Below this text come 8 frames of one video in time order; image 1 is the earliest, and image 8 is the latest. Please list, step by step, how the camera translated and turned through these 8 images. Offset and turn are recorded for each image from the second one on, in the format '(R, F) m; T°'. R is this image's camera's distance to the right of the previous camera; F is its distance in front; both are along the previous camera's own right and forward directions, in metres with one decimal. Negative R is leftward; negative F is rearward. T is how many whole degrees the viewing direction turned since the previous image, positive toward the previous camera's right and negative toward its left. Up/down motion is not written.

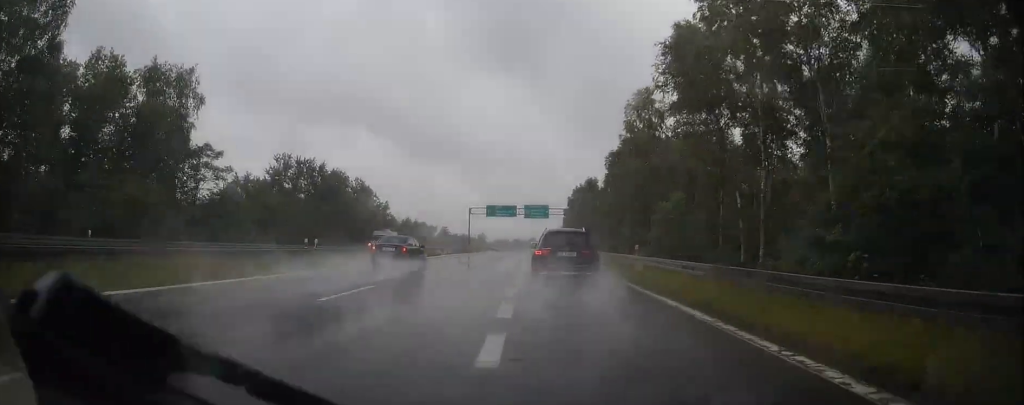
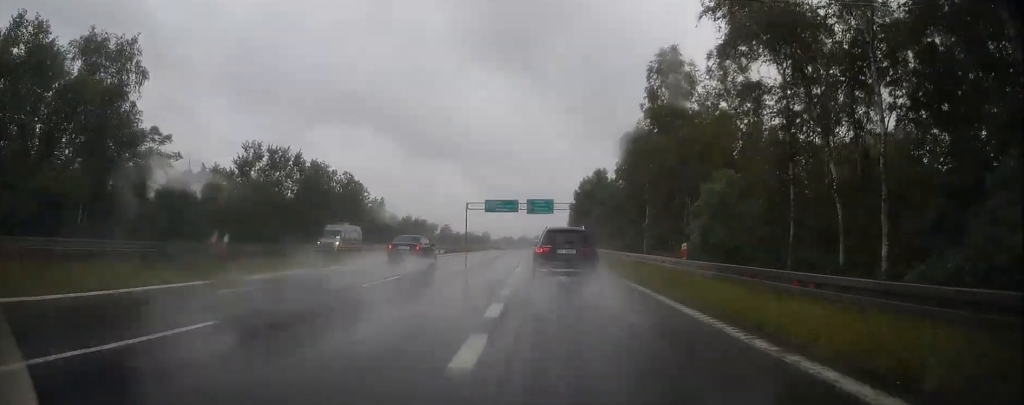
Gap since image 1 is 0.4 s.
(0.0, +8.0) m; -1°
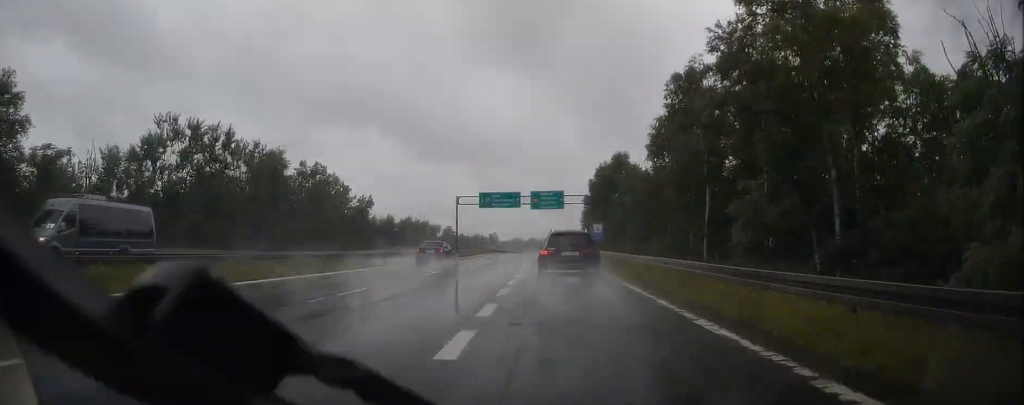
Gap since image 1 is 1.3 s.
(-0.2, +15.4) m; -1°
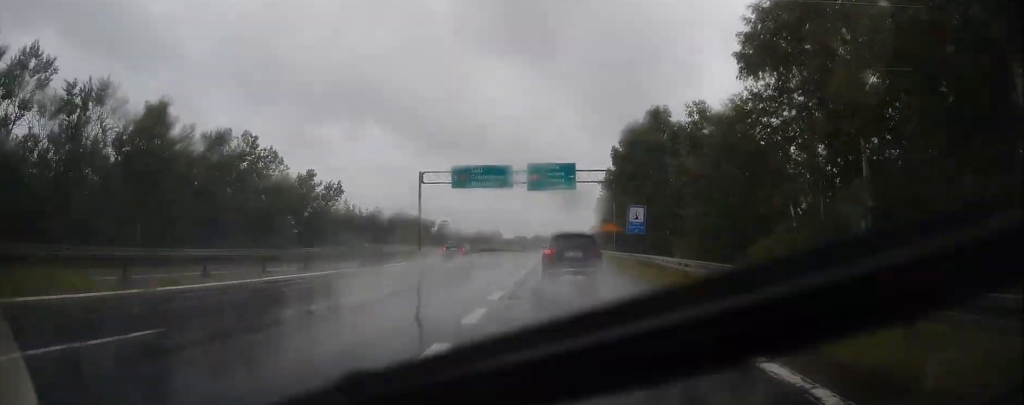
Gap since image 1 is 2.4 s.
(-0.2, +21.1) m; -1°
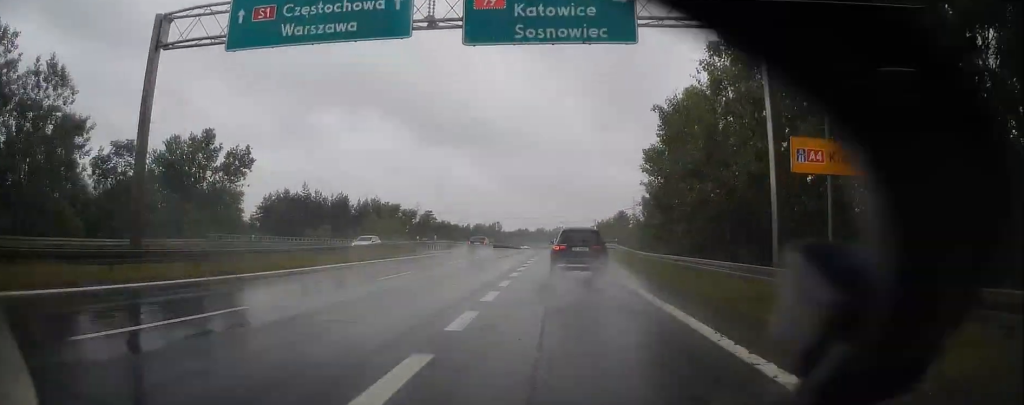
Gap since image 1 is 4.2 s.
(0.0, +33.0) m; +1°
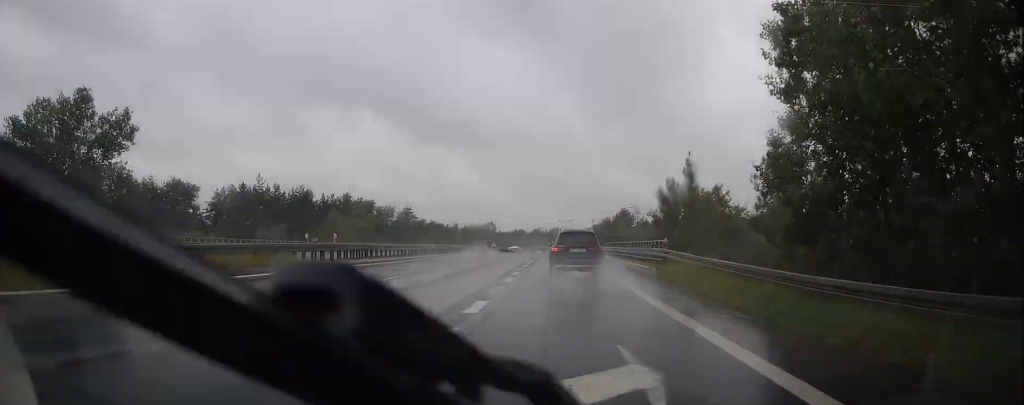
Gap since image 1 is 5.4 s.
(+0.2, +22.3) m; +1°
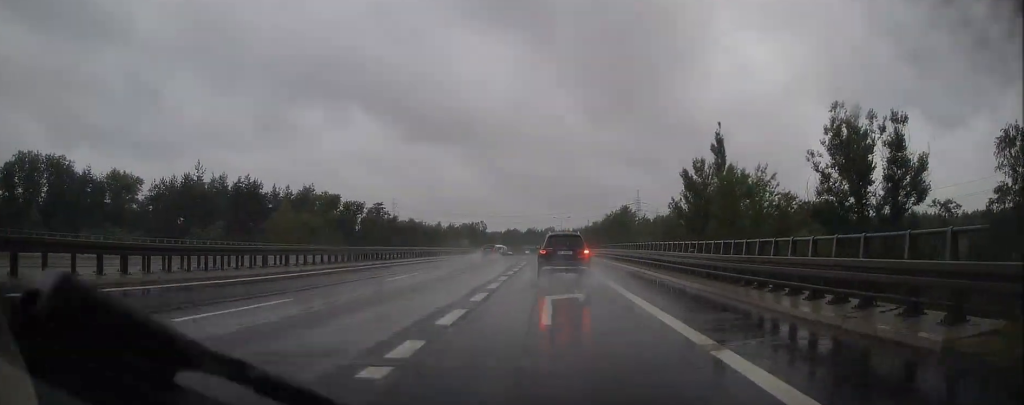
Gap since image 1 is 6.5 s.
(0.0, +20.9) m; -1°
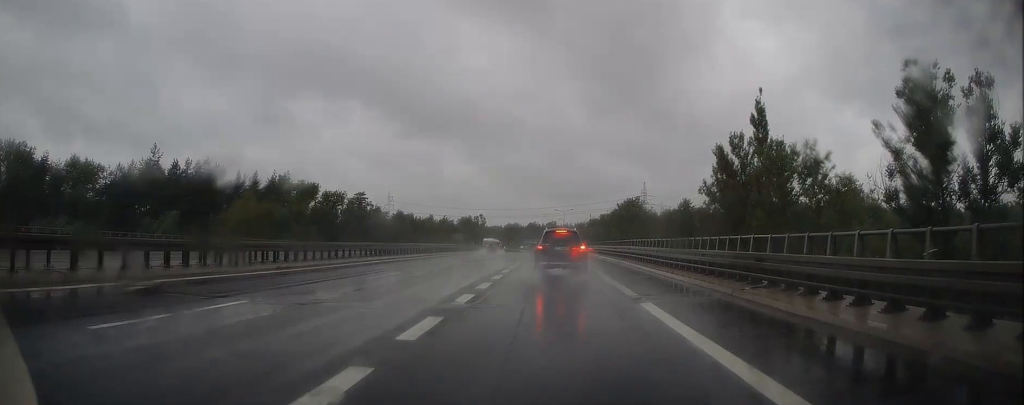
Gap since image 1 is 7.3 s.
(-0.2, +13.9) m; 0°
